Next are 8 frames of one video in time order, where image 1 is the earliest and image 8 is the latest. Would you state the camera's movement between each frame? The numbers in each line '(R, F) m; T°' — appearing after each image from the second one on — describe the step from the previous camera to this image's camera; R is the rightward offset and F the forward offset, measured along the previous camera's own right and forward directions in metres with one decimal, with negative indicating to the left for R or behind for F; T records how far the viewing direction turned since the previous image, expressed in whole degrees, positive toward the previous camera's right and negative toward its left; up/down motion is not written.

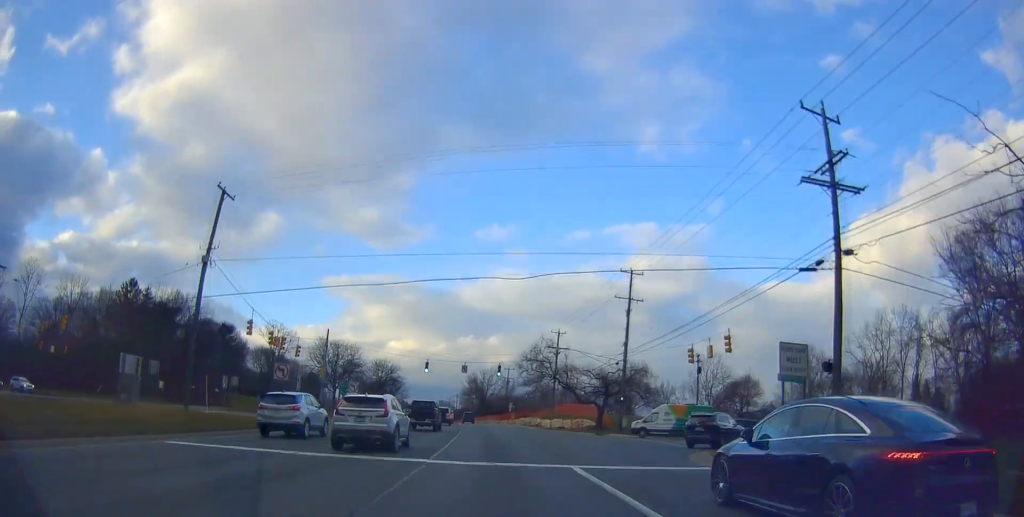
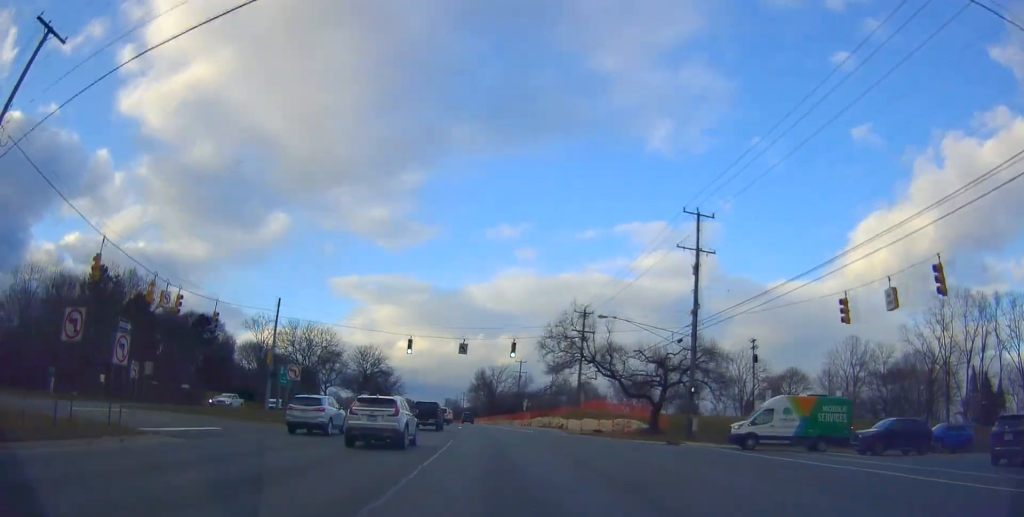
(0.0, +18.5) m; -1°
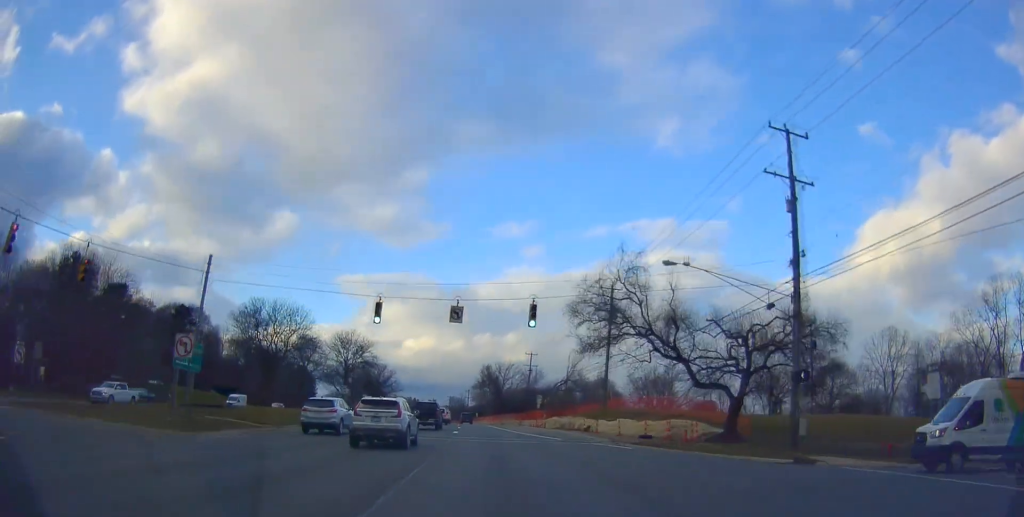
(-0.3, +14.3) m; 0°
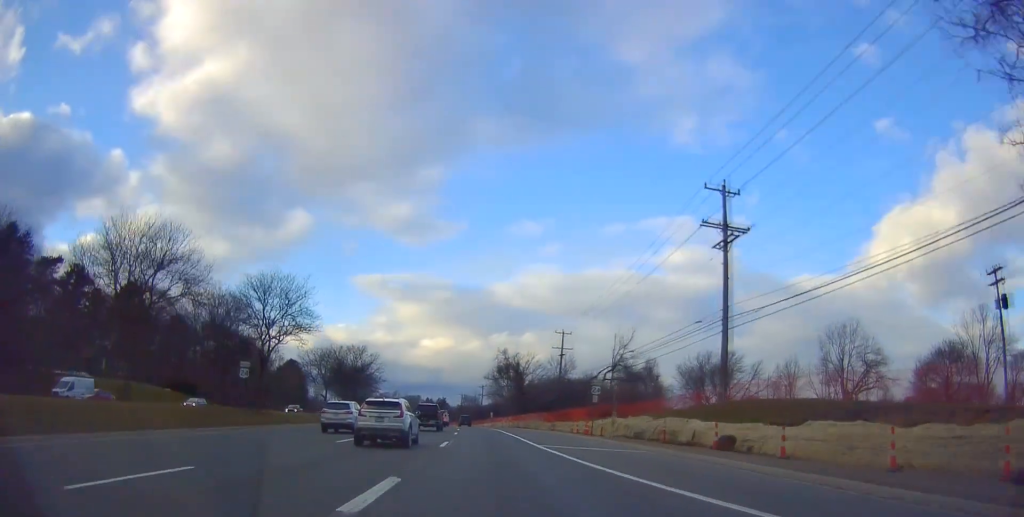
(+0.1, +29.1) m; 0°
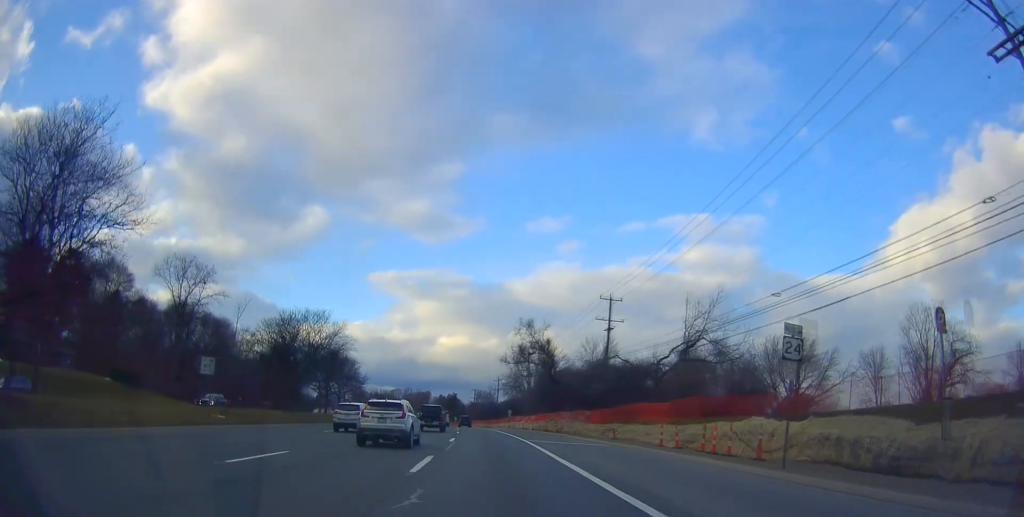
(-0.3, +25.0) m; -2°
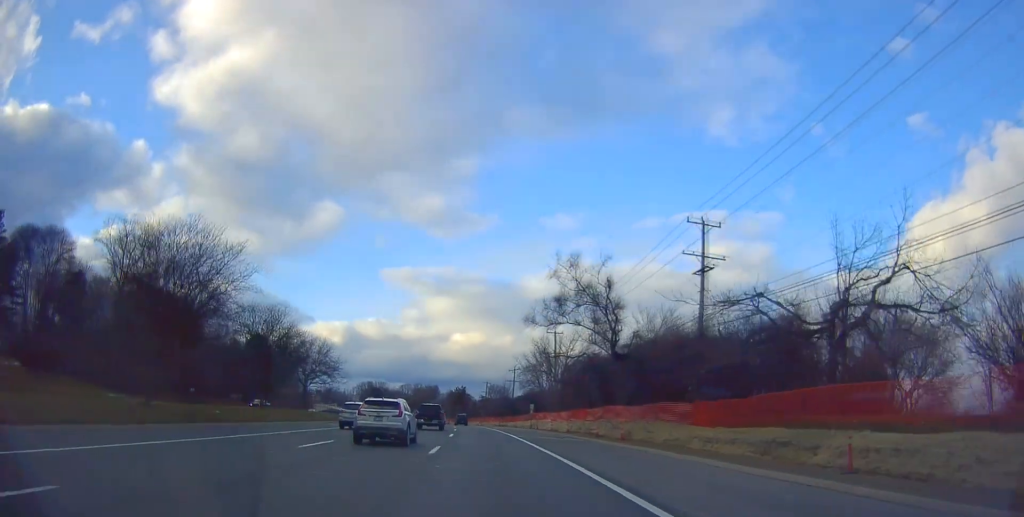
(-0.3, +25.5) m; -3°
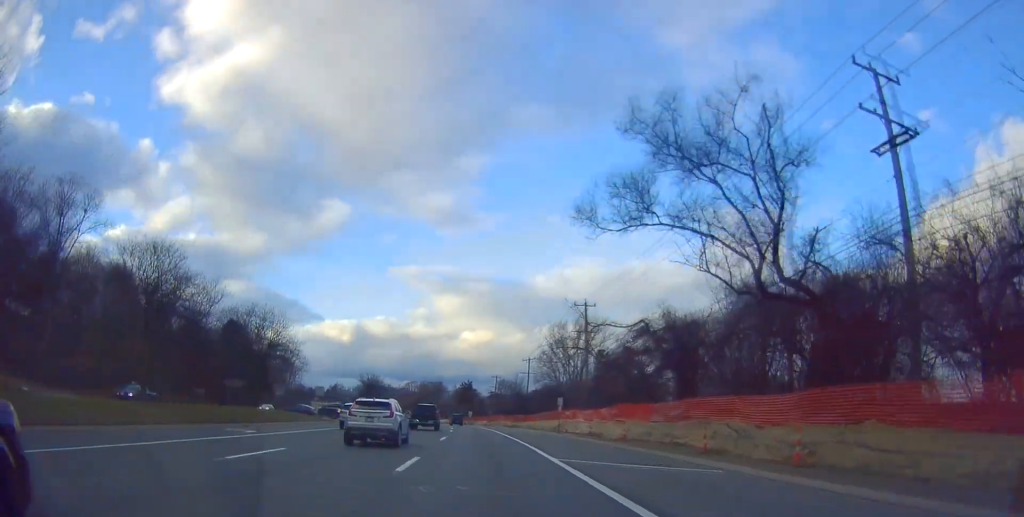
(-0.6, +20.3) m; 0°
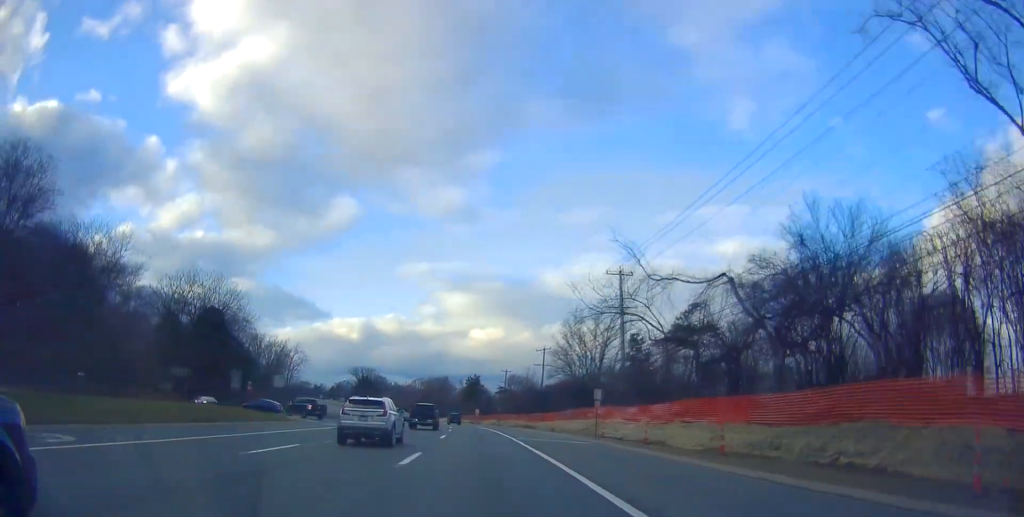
(+0.1, +14.0) m; 0°
